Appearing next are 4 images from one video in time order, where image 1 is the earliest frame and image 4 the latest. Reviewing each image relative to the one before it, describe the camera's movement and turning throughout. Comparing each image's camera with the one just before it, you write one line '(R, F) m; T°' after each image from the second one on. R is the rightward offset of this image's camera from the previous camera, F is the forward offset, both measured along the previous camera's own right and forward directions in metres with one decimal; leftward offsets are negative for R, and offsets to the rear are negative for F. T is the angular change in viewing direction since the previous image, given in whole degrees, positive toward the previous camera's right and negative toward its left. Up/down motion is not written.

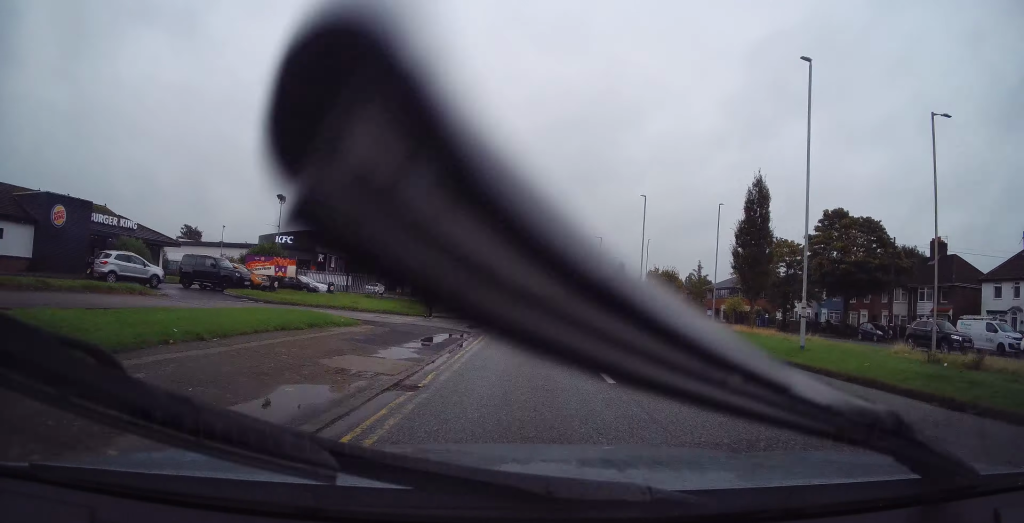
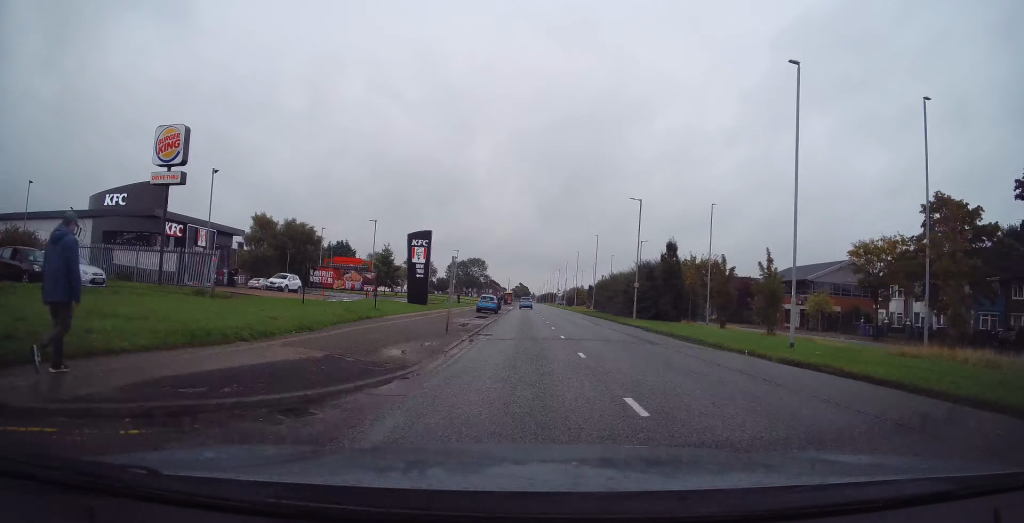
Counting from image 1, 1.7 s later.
(0.0, +27.2) m; -1°
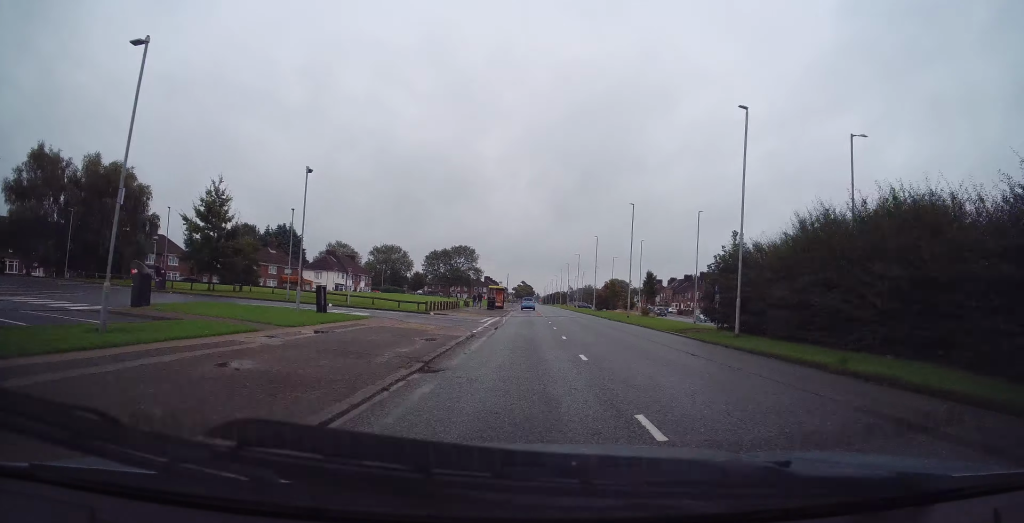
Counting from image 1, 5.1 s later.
(0.0, +49.6) m; 0°
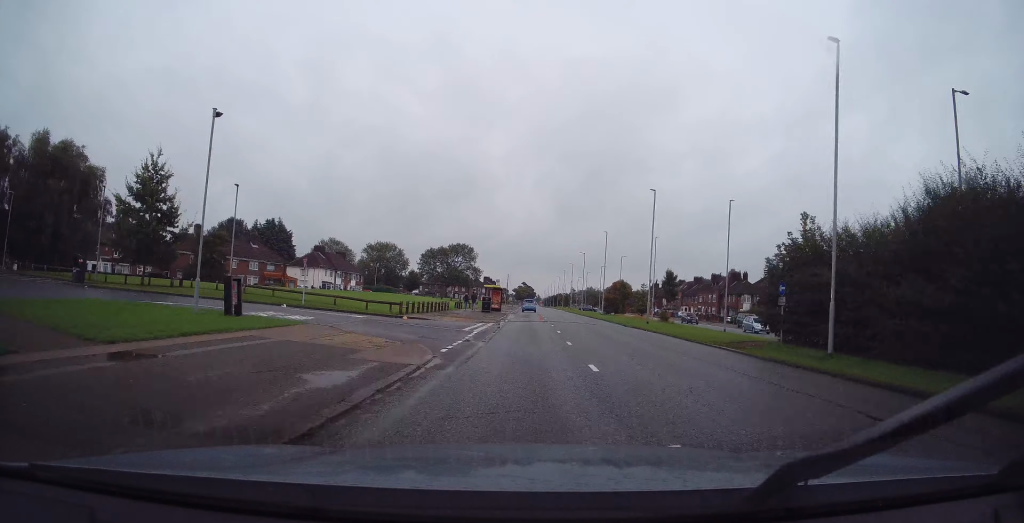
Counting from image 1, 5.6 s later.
(-0.1, +7.7) m; 0°
